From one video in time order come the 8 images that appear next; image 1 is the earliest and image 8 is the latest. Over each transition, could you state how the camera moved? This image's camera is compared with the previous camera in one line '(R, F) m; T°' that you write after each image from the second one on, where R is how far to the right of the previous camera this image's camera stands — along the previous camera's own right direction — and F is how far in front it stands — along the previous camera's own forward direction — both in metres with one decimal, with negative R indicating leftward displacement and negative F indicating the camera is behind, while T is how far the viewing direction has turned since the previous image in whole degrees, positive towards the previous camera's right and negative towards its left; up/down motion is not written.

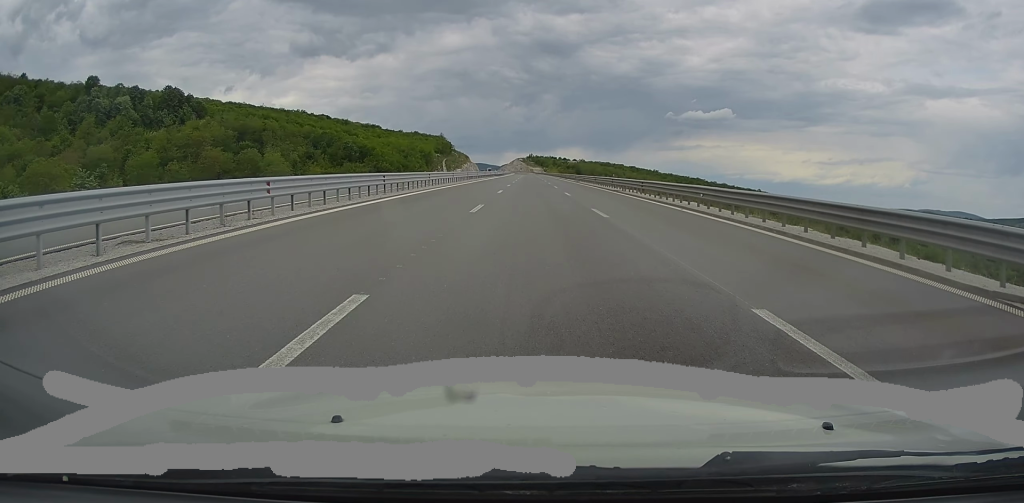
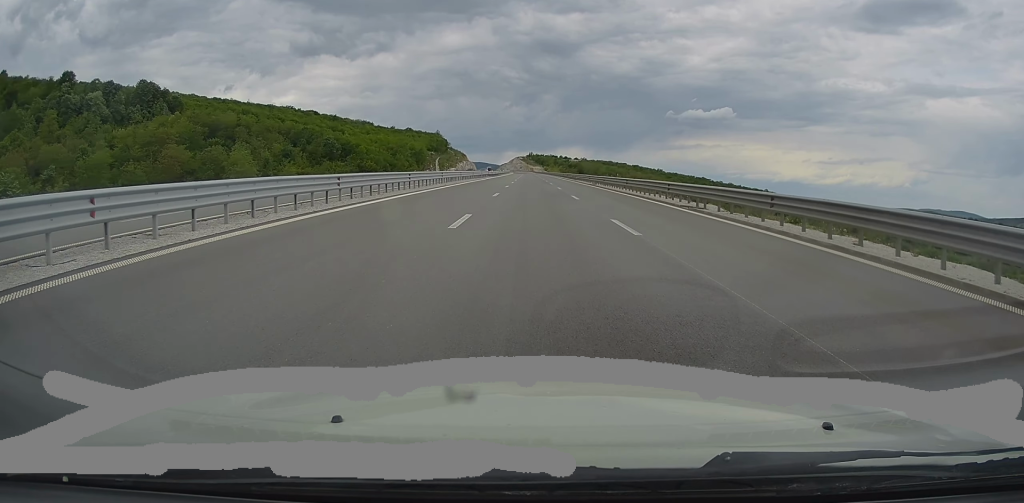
(0.0, +21.3) m; 0°
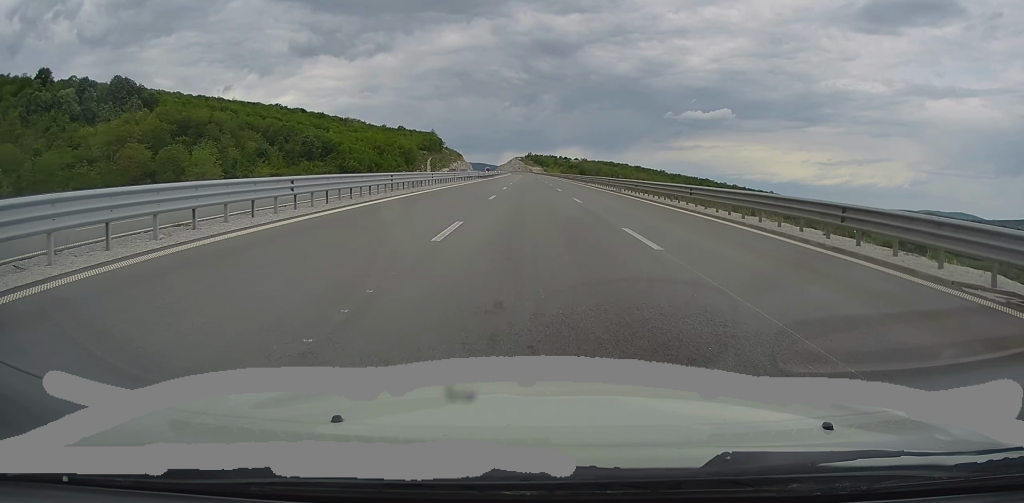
(0.0, +18.0) m; 0°
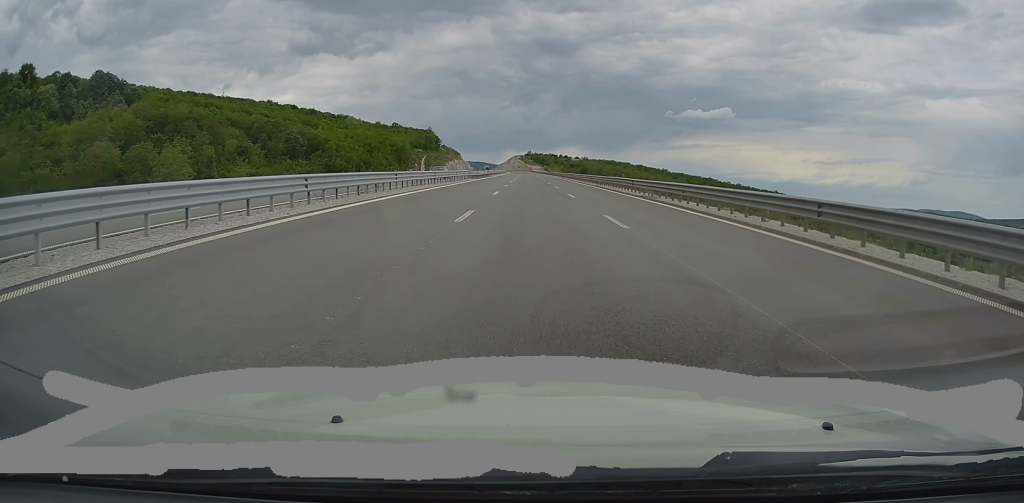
(0.0, +12.3) m; 0°
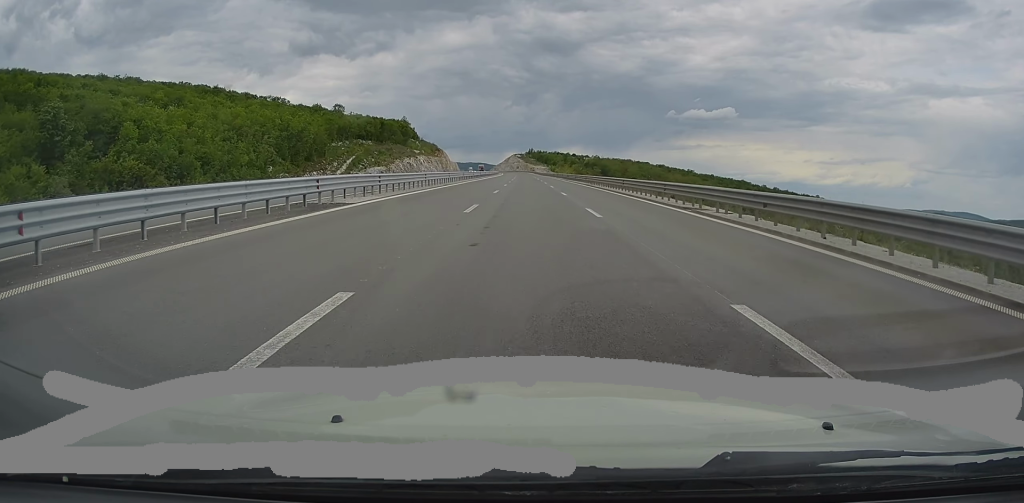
(-0.5, +88.5) m; -1°
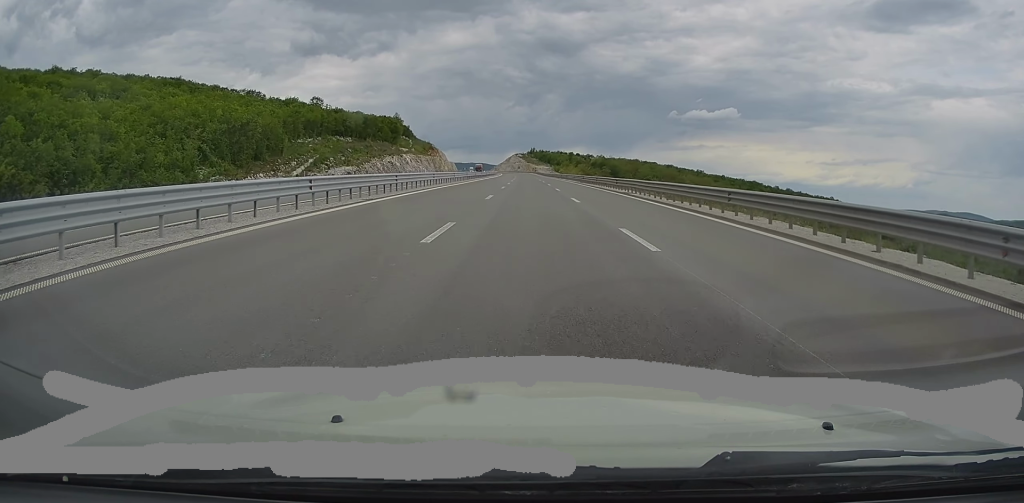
(+0.1, +23.2) m; 0°
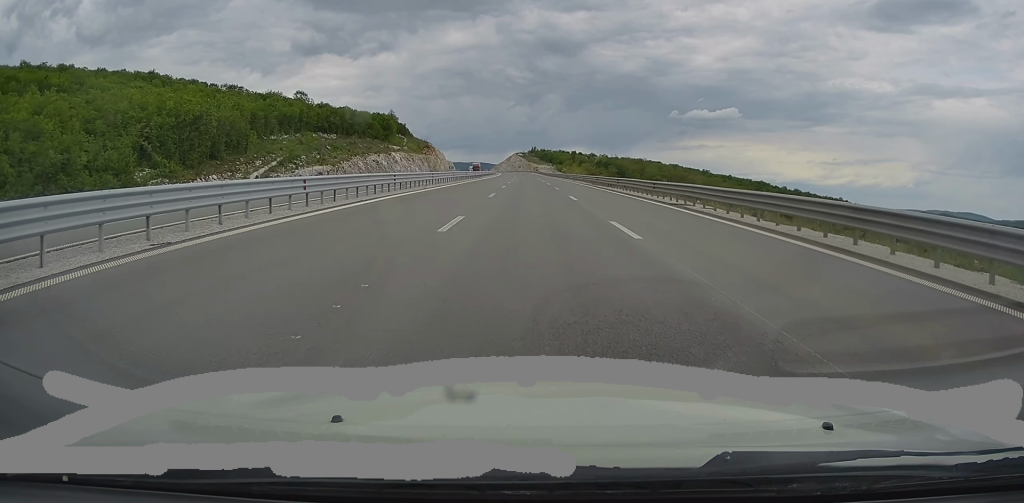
(0.0, +13.1) m; 0°
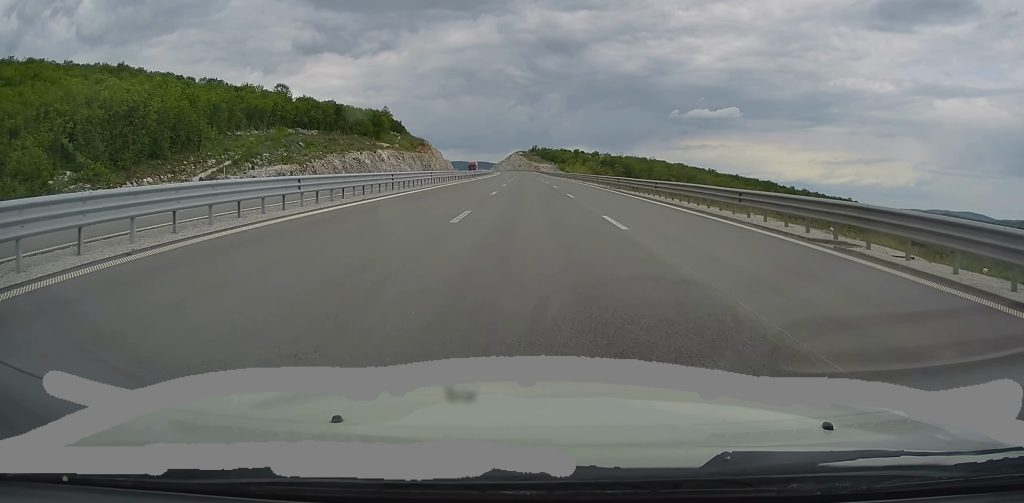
(-0.1, +12.2) m; 0°
